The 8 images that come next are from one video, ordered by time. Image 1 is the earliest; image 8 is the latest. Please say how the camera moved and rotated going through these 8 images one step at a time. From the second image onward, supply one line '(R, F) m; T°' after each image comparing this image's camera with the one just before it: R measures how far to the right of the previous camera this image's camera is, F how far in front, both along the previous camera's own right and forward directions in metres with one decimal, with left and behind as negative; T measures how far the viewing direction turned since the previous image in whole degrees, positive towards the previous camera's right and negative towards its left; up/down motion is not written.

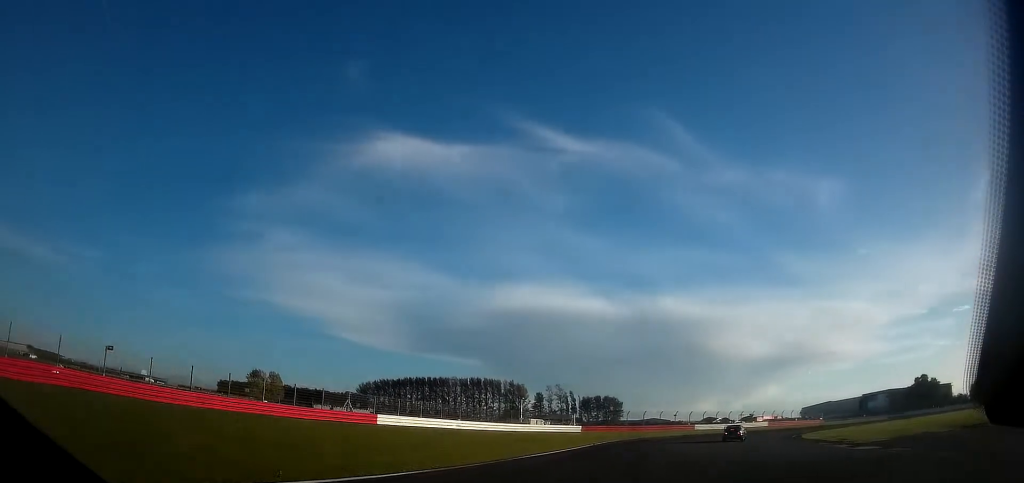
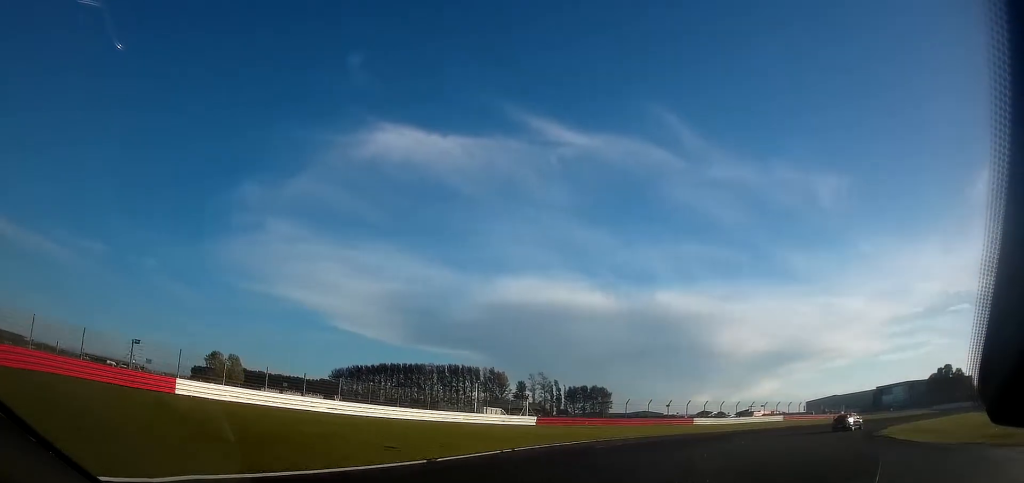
(+1.0, +26.5) m; +7°
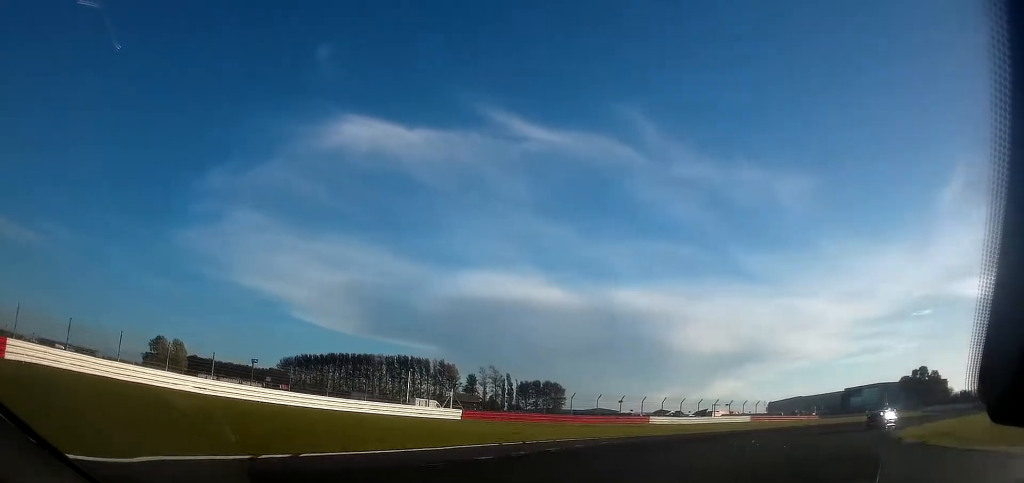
(0.0, +10.5) m; +4°
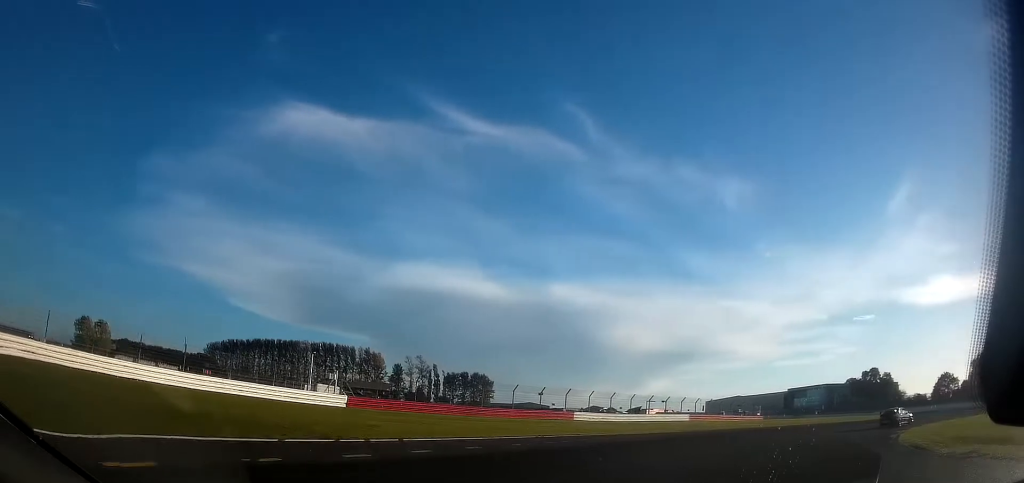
(+0.6, +9.5) m; +3°
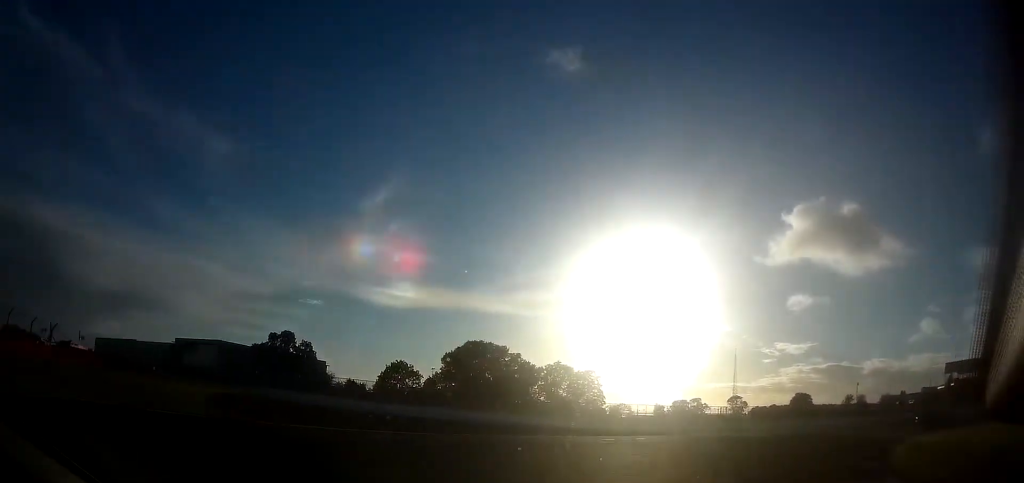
(+20.1, +54.3) m; +50°
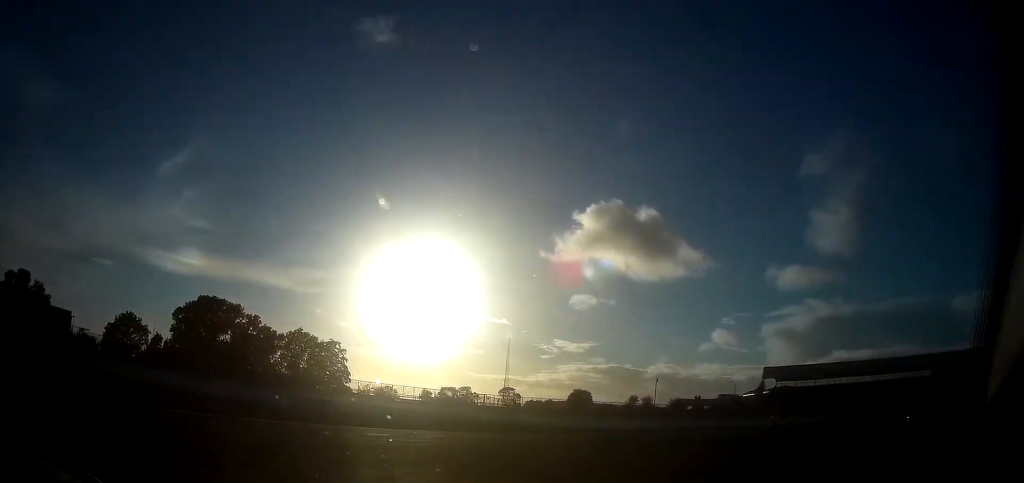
(+1.1, +19.0) m; +22°
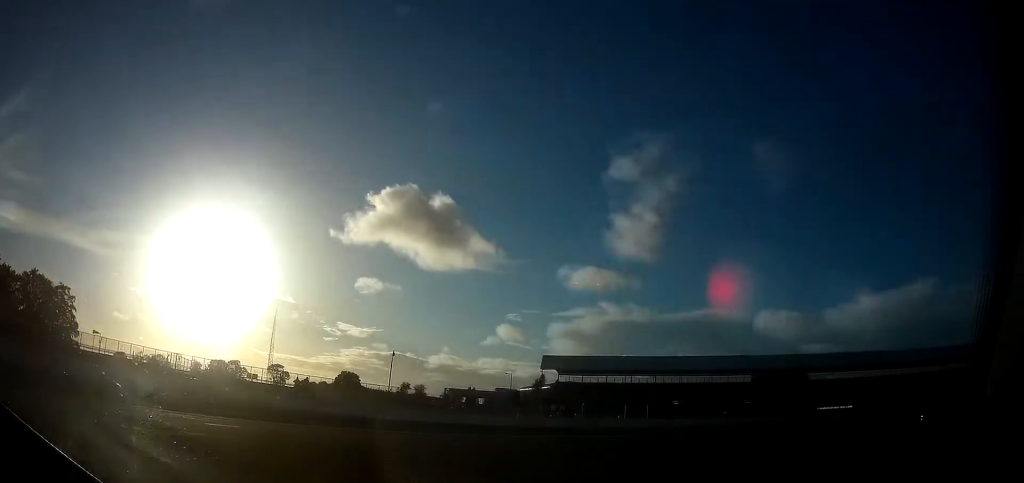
(+6.4, +16.5) m; +39°
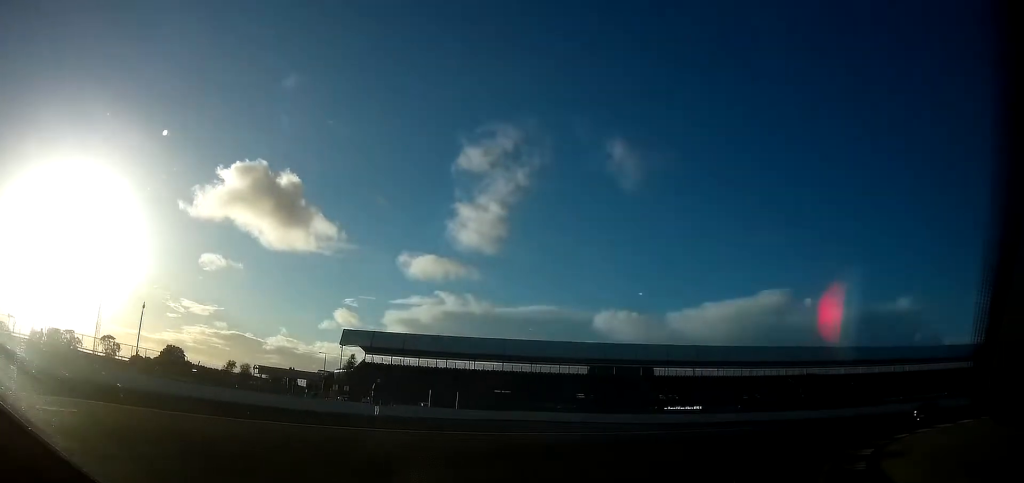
(+4.1, +11.4) m; +23°
